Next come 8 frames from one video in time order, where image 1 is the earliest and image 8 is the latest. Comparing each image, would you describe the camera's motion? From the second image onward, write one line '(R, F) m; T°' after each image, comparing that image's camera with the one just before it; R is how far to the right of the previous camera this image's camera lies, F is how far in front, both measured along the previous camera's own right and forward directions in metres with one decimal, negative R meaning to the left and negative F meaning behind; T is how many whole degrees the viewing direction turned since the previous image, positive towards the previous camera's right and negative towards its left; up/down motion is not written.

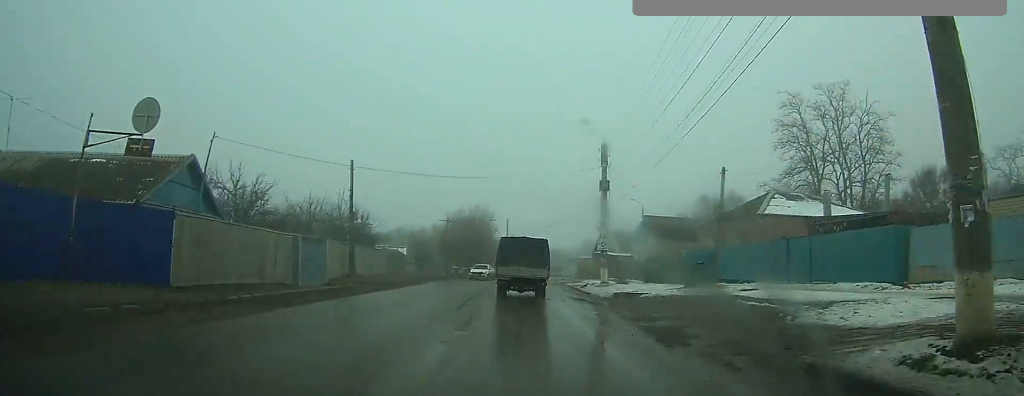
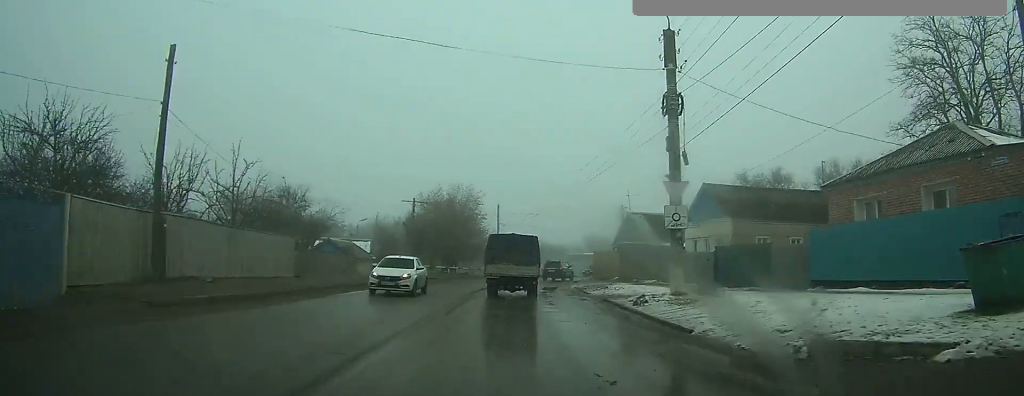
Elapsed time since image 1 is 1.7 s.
(-0.2, +22.6) m; 0°
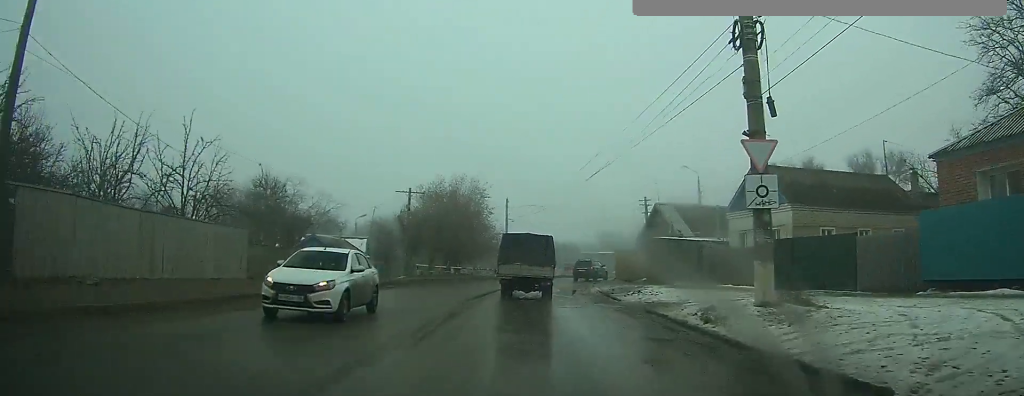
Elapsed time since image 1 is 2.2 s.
(0.0, +6.9) m; 0°
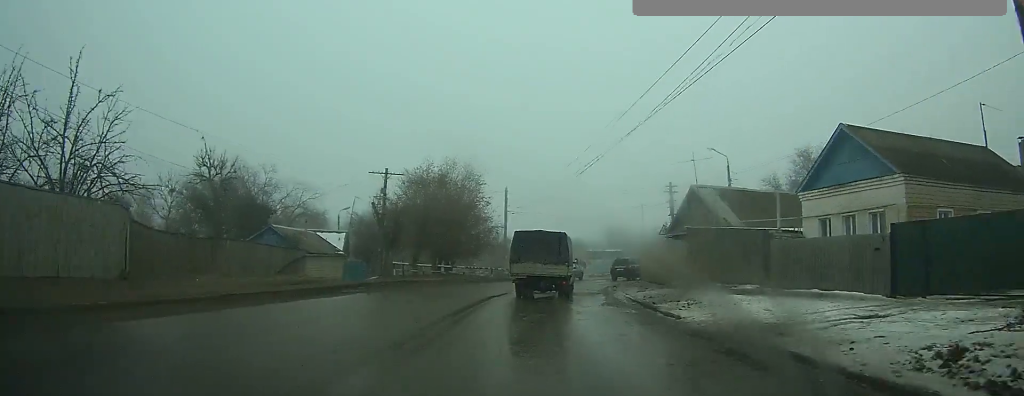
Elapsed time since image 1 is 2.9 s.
(0.0, +8.3) m; +1°
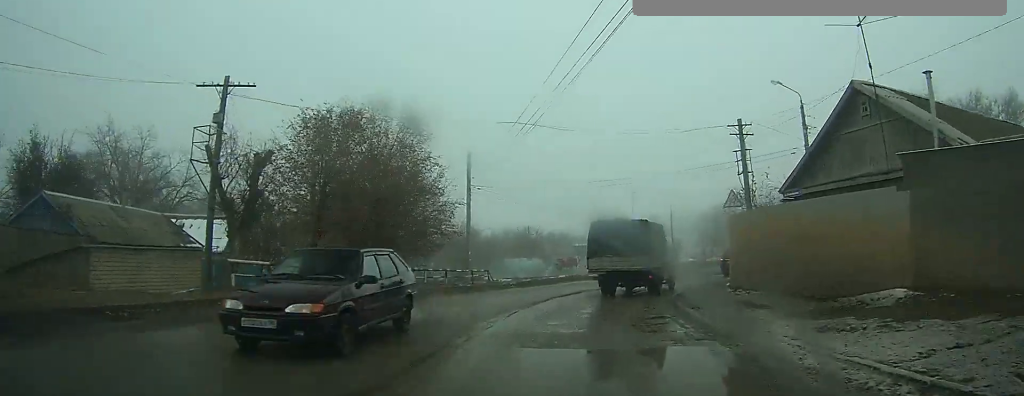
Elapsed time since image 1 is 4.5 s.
(+0.4, +16.0) m; +5°
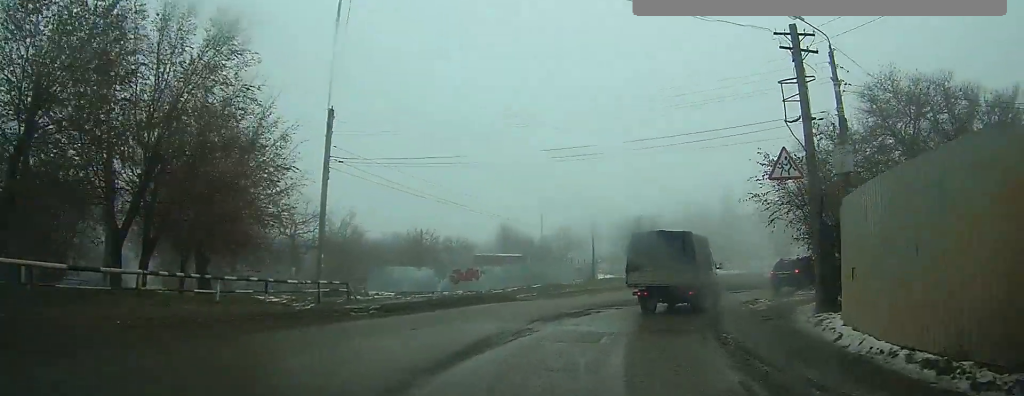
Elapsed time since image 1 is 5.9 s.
(+0.7, +11.8) m; +6°
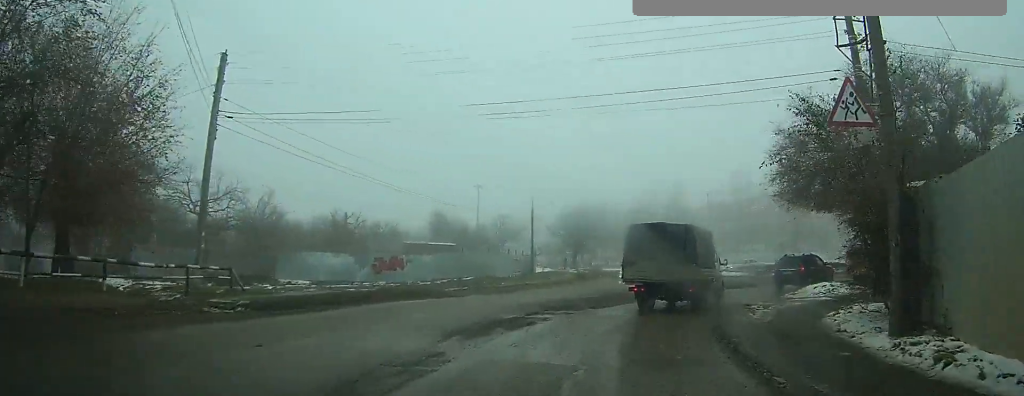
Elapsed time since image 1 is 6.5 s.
(0.0, +5.2) m; +3°
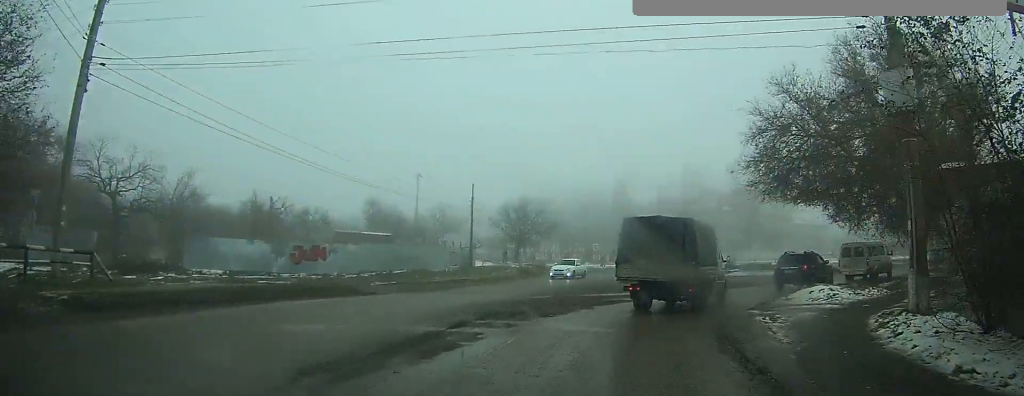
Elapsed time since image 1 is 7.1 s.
(+0.2, +4.1) m; +5°
